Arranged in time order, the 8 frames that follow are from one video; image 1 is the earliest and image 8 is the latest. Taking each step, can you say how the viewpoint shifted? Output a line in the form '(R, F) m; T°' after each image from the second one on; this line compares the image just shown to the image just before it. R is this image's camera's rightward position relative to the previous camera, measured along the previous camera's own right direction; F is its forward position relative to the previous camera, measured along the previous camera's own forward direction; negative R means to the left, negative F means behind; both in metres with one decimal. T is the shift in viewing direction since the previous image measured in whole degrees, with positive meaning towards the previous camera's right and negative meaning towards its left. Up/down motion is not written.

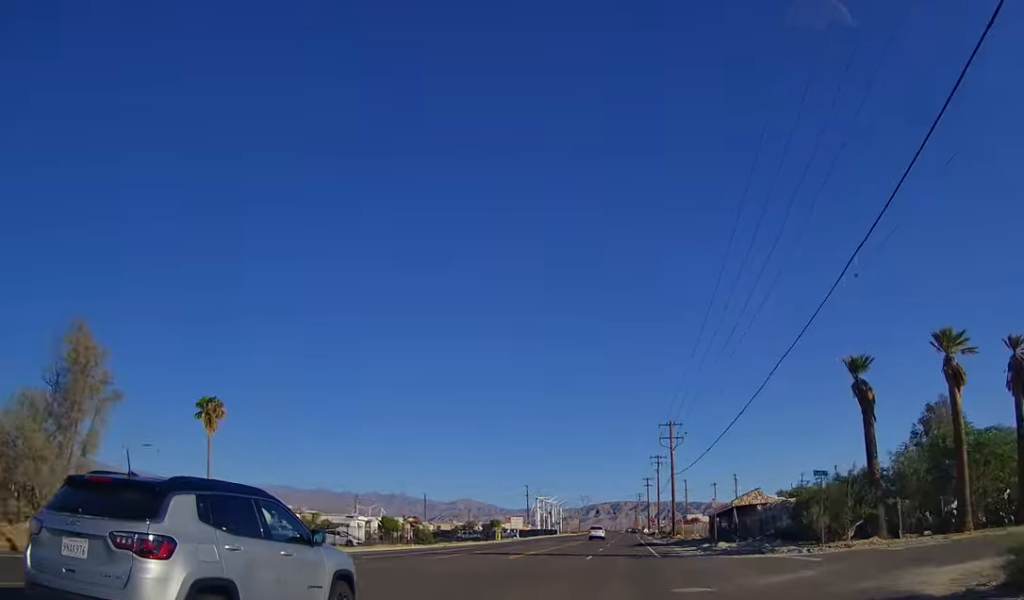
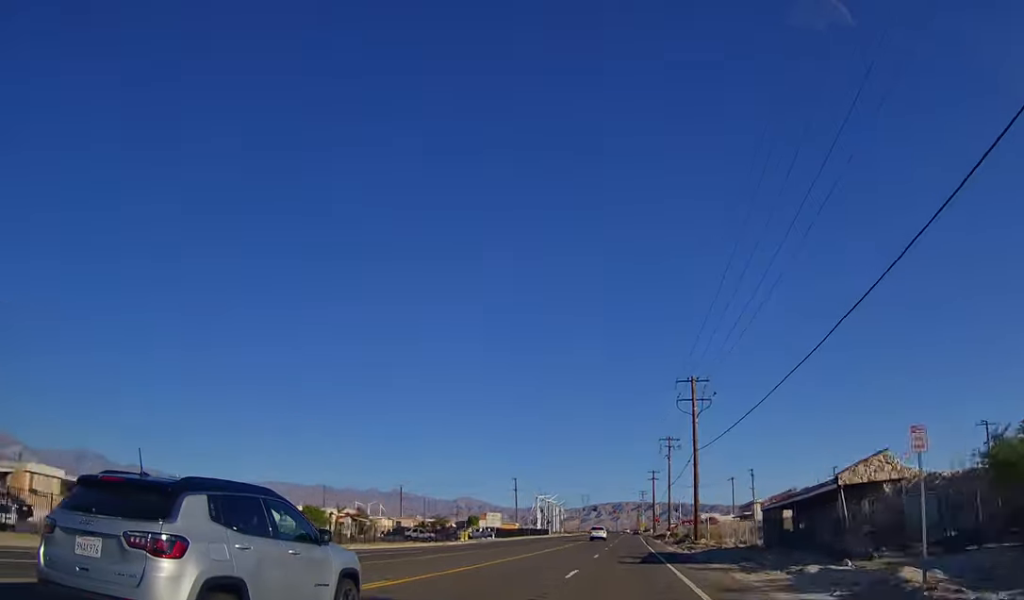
(0.0, +26.4) m; 0°
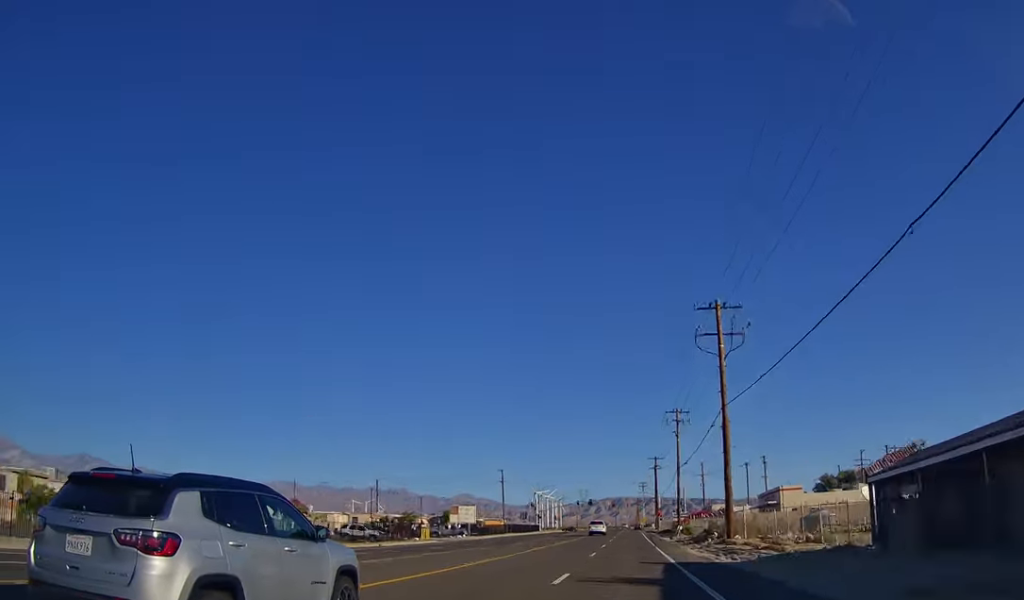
(0.0, +19.2) m; 0°
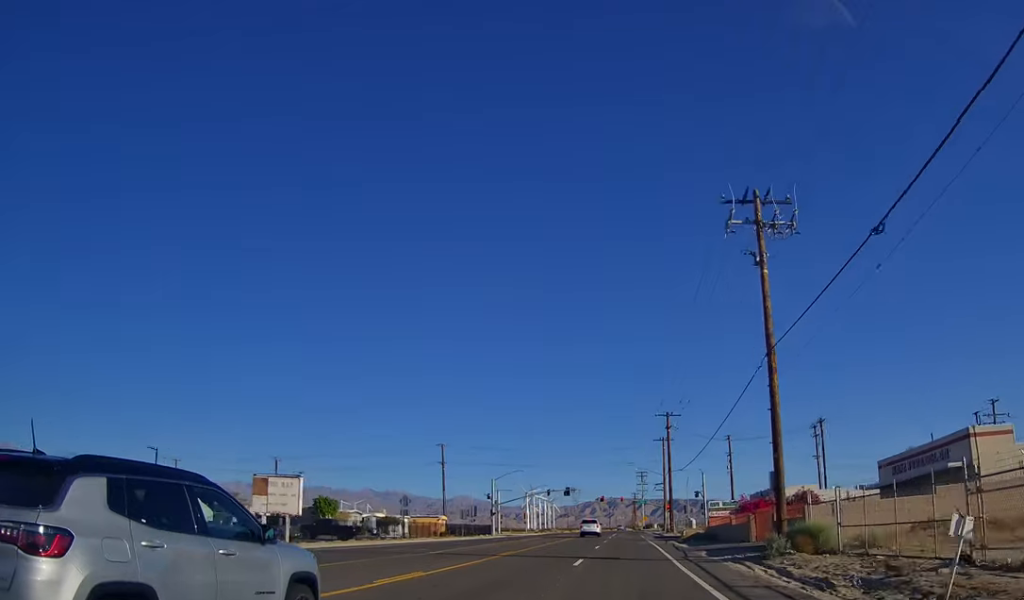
(0.0, +52.0) m; 0°
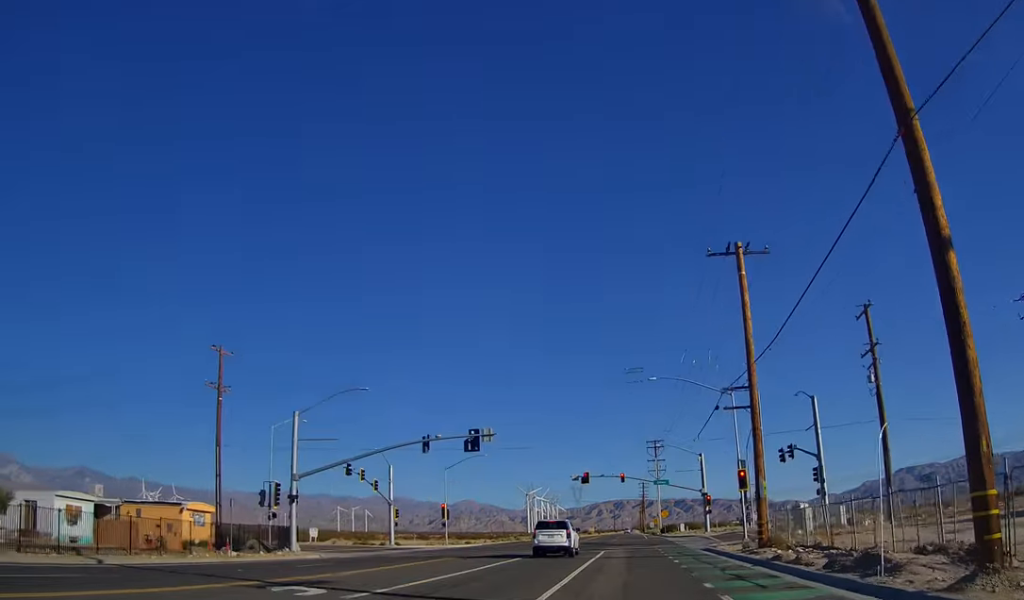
(0.0, +70.4) m; 0°
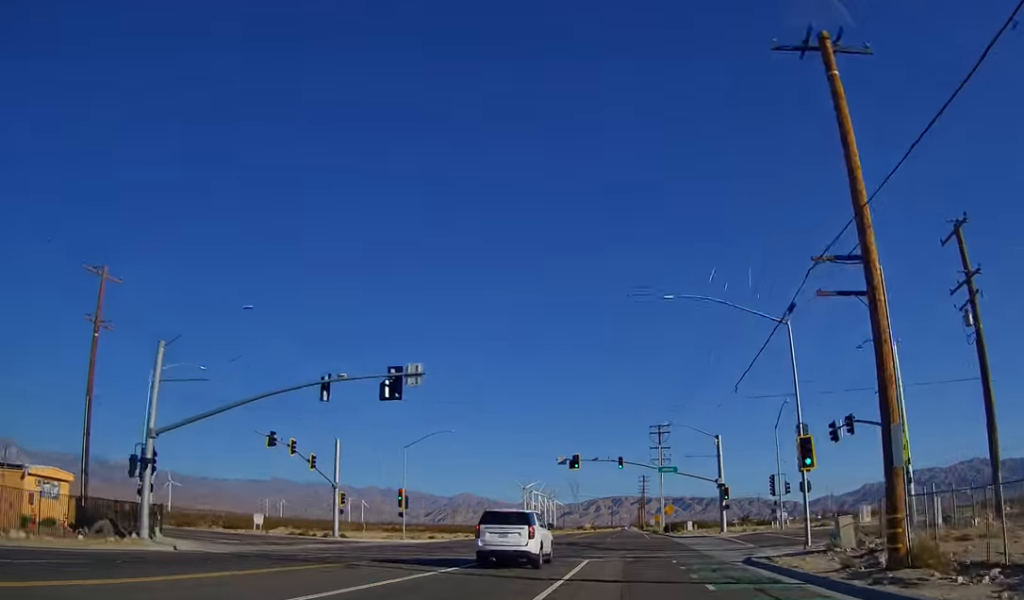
(0.0, +16.3) m; 0°
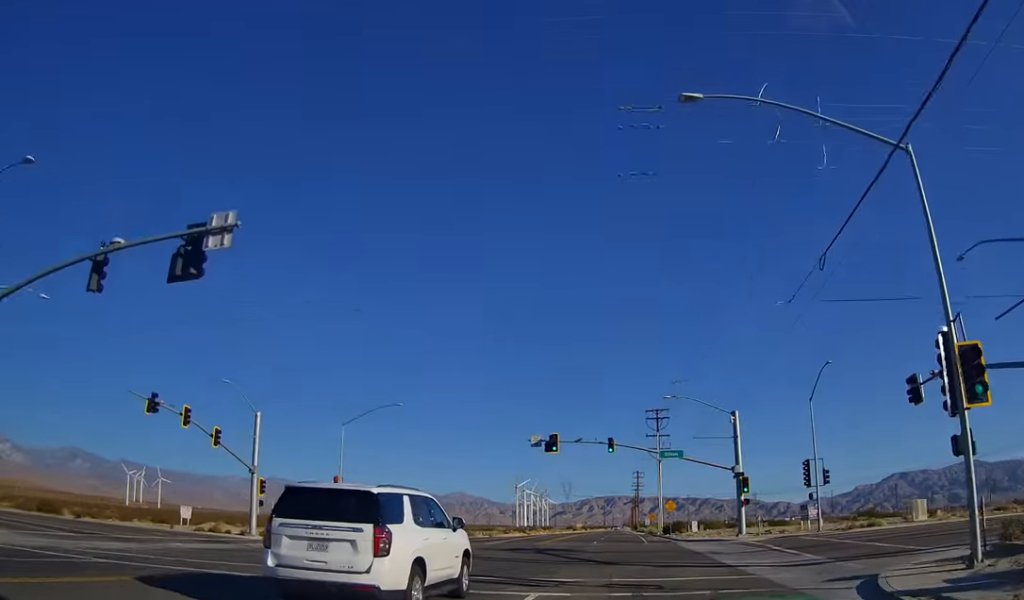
(0.0, +16.0) m; 0°
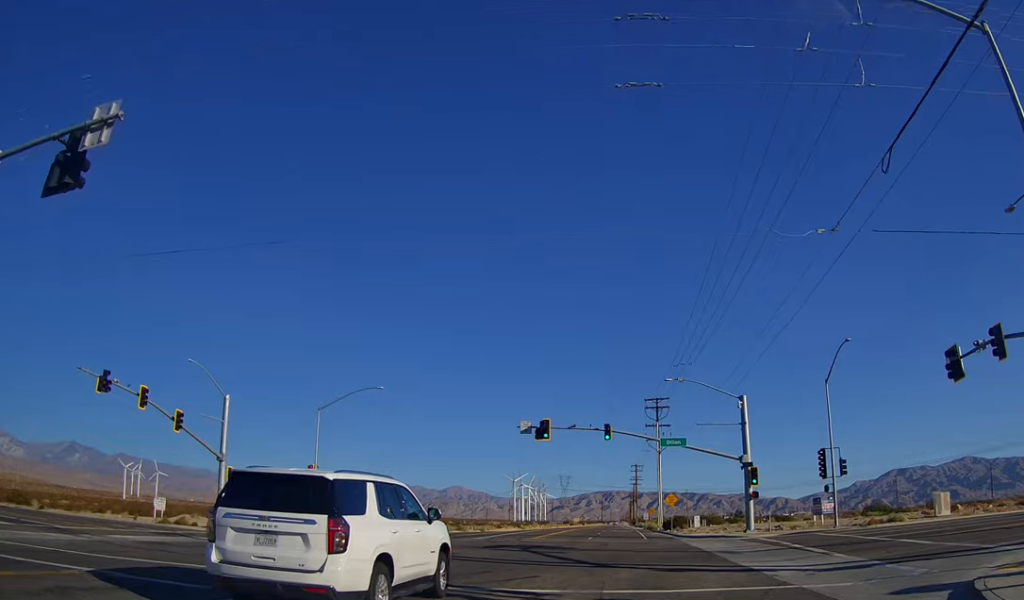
(0.0, +5.9) m; 0°
